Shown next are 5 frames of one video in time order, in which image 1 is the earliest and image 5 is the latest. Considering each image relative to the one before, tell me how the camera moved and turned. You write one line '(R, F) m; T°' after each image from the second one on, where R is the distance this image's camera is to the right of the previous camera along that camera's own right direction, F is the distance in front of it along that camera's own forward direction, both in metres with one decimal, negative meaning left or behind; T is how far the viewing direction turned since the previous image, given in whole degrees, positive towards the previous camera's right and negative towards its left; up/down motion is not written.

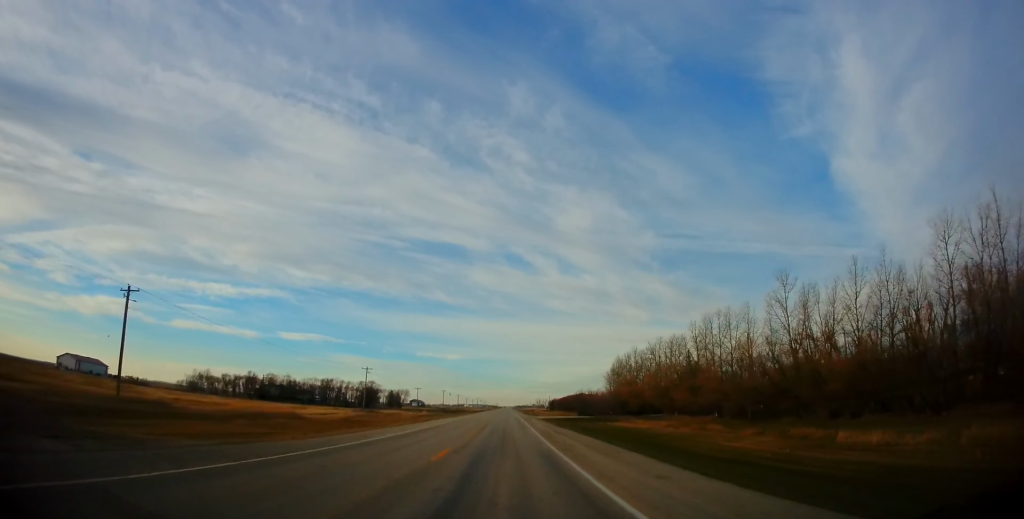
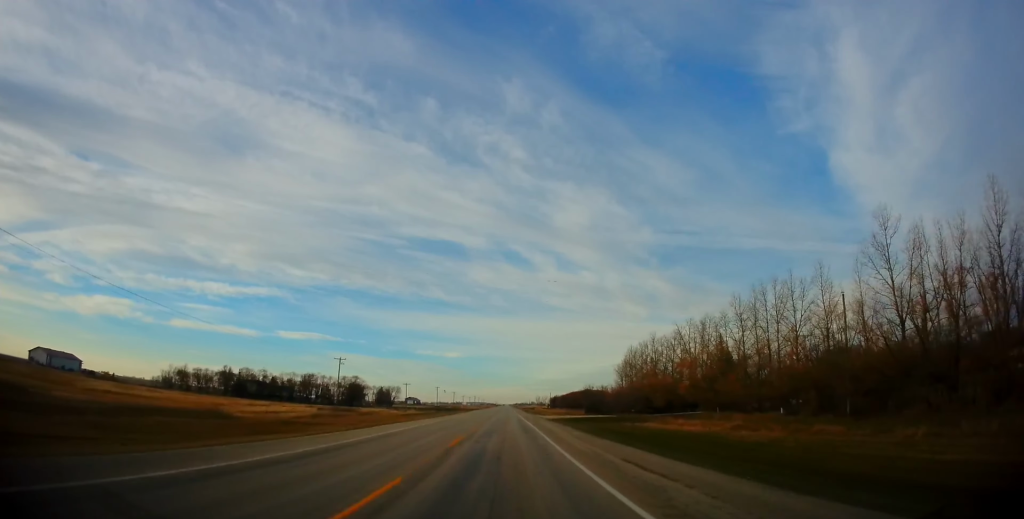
(-0.1, +20.1) m; 0°
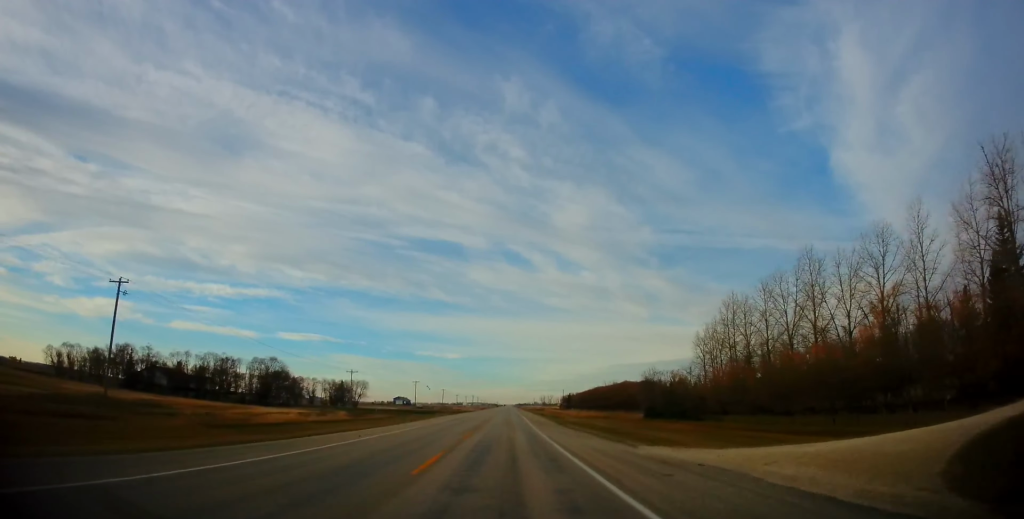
(0.0, +65.4) m; 0°
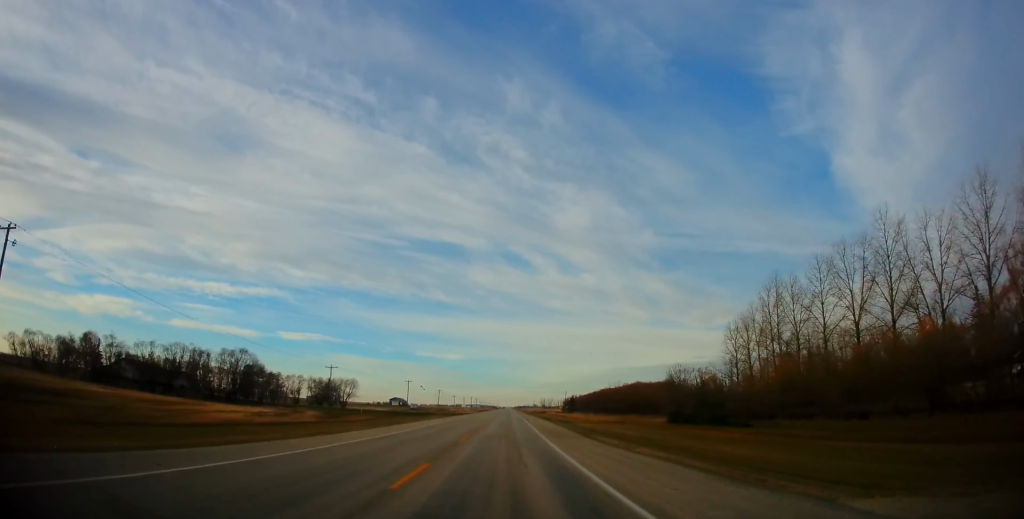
(+0.1, +13.1) m; 0°
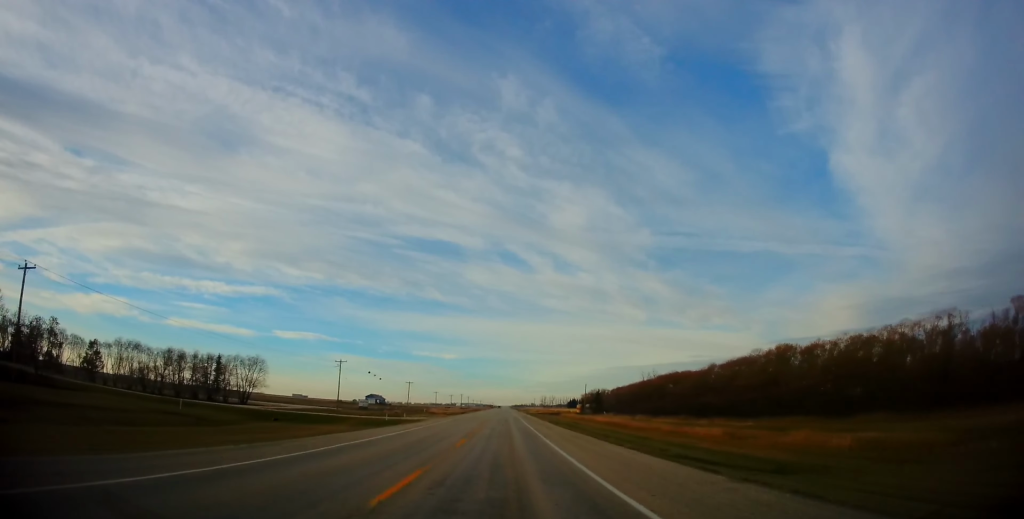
(+1.6, +68.8) m; +5°
